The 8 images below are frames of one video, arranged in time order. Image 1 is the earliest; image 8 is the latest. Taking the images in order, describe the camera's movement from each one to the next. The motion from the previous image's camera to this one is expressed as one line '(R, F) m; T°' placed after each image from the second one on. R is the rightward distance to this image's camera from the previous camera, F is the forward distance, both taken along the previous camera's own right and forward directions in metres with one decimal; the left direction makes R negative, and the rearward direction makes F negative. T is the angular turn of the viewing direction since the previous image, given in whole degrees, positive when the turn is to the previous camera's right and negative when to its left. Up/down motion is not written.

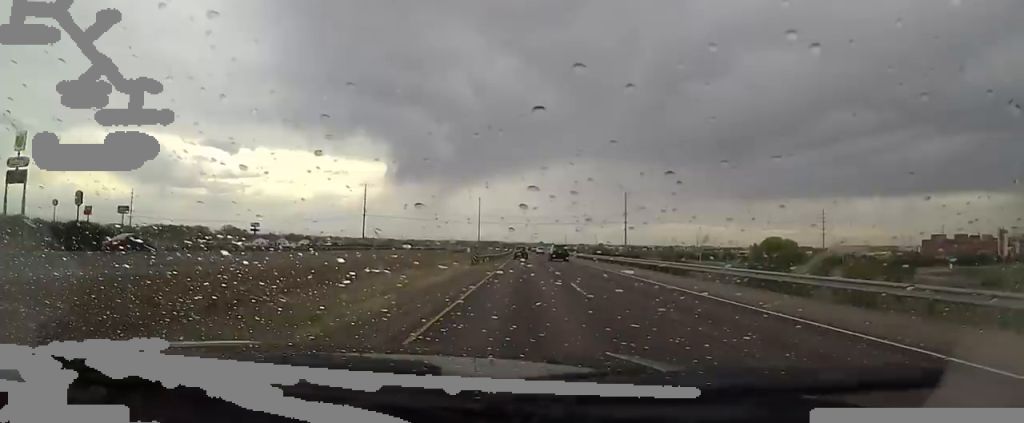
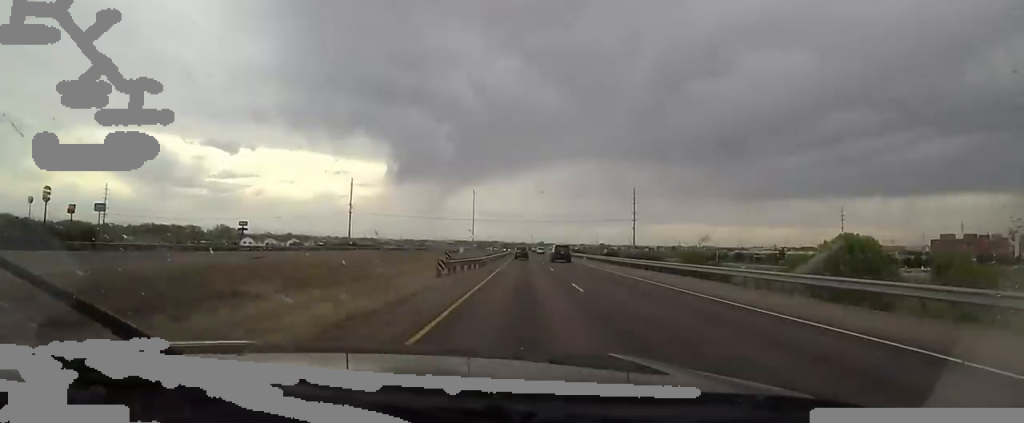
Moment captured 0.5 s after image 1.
(-0.4, +15.0) m; -1°
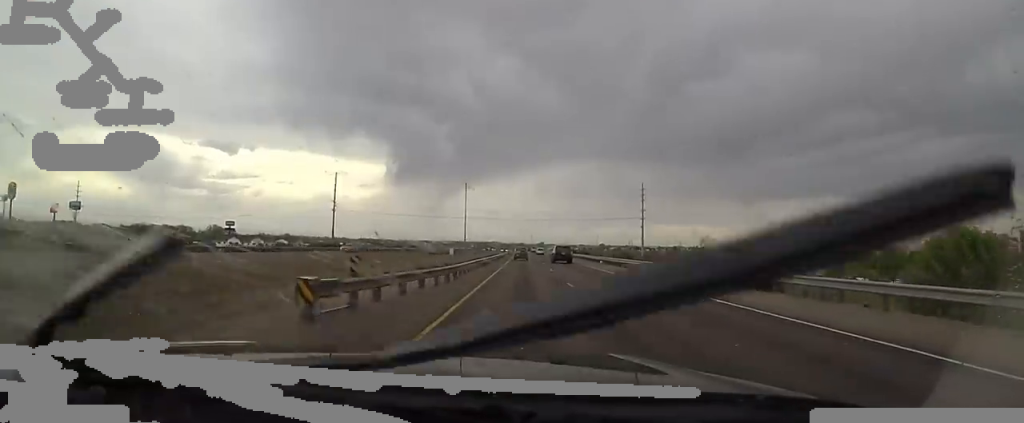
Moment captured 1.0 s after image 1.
(-0.4, +14.1) m; -1°
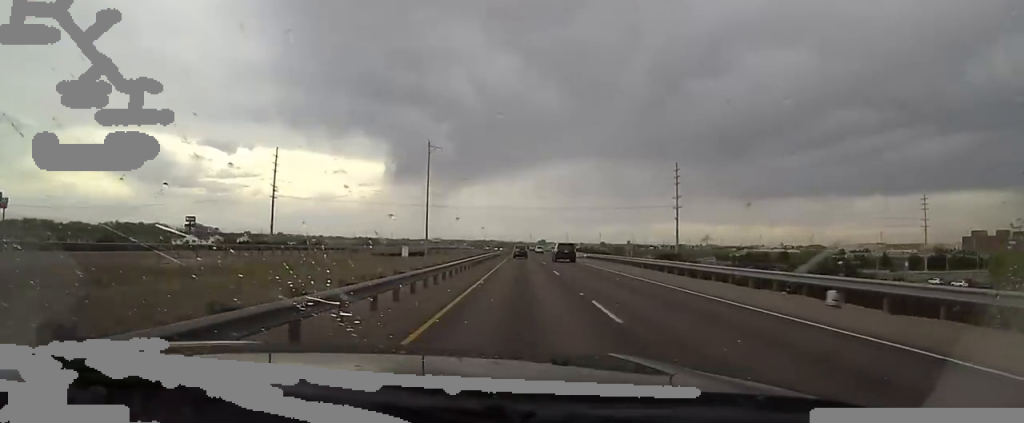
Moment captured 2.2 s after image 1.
(-0.4, +38.8) m; -1°
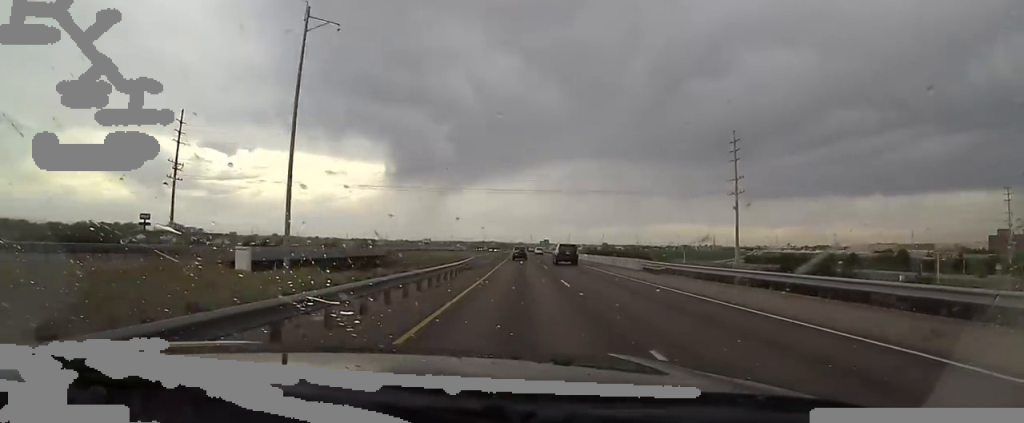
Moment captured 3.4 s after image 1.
(0.0, +37.0) m; 0°
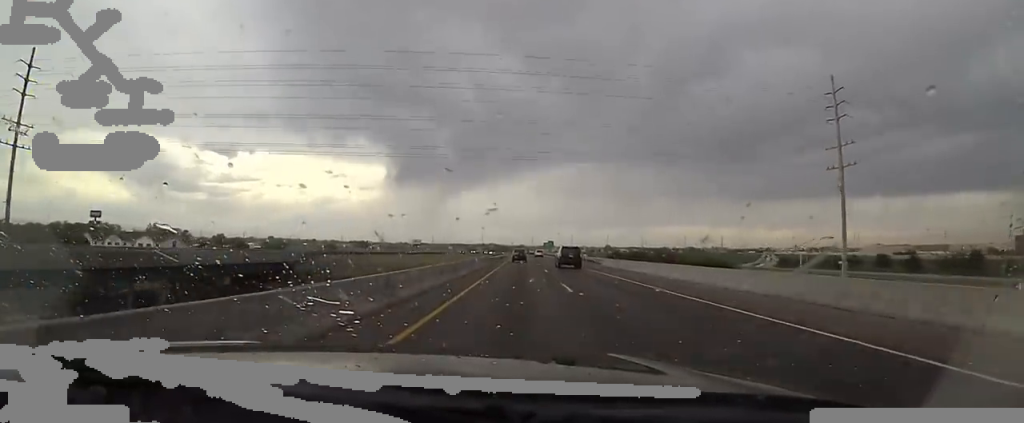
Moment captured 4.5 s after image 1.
(0.0, +32.3) m; +1°
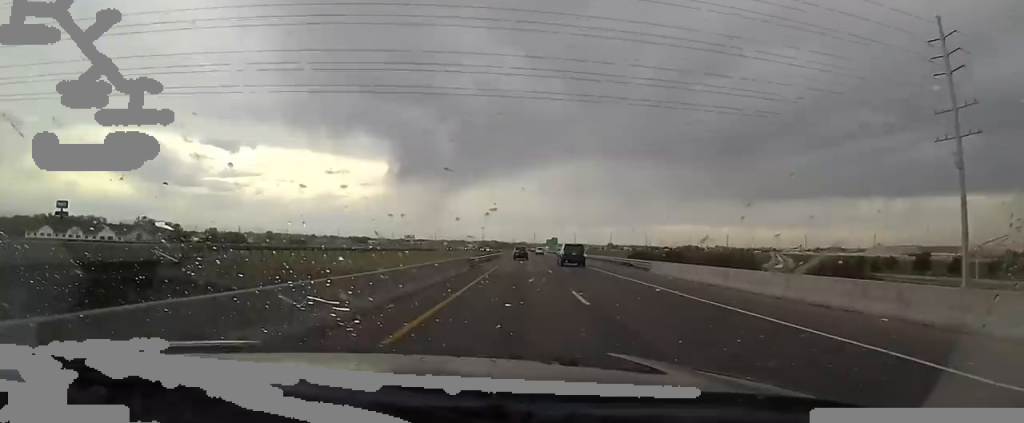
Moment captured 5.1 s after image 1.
(+0.2, +18.8) m; 0°
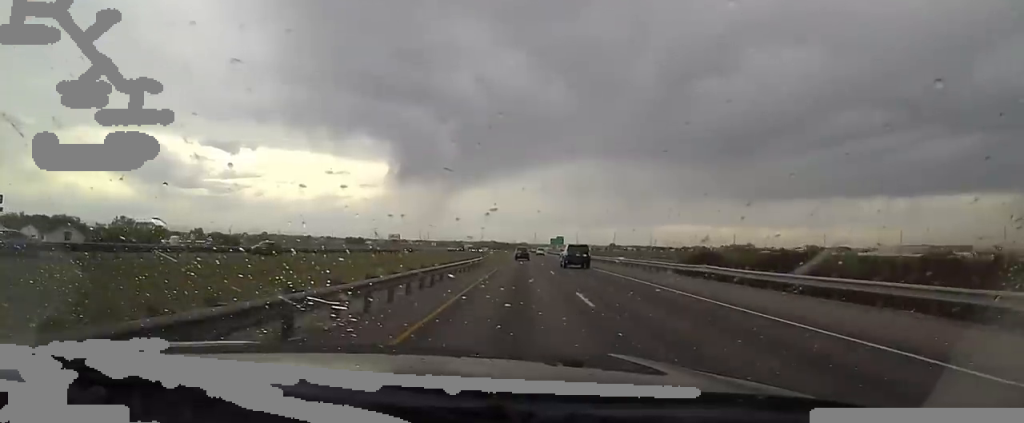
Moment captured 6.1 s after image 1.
(-0.1, +29.6) m; +2°
